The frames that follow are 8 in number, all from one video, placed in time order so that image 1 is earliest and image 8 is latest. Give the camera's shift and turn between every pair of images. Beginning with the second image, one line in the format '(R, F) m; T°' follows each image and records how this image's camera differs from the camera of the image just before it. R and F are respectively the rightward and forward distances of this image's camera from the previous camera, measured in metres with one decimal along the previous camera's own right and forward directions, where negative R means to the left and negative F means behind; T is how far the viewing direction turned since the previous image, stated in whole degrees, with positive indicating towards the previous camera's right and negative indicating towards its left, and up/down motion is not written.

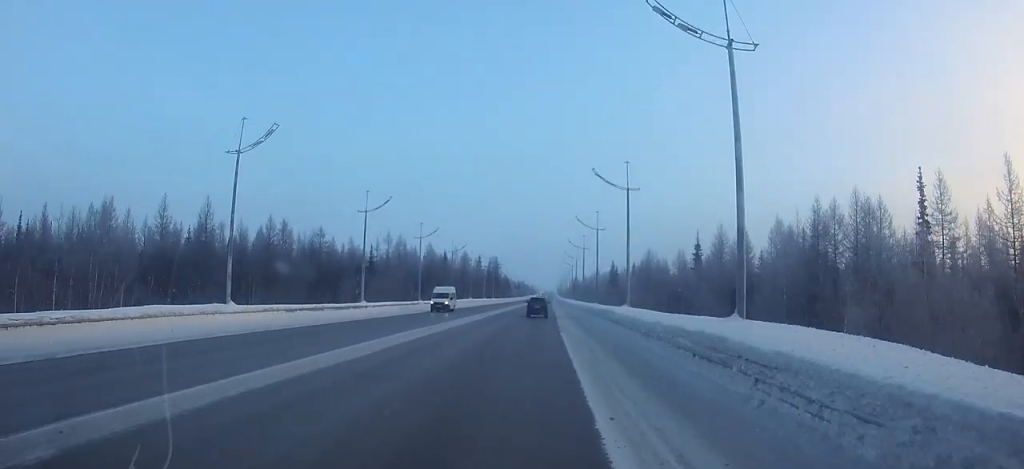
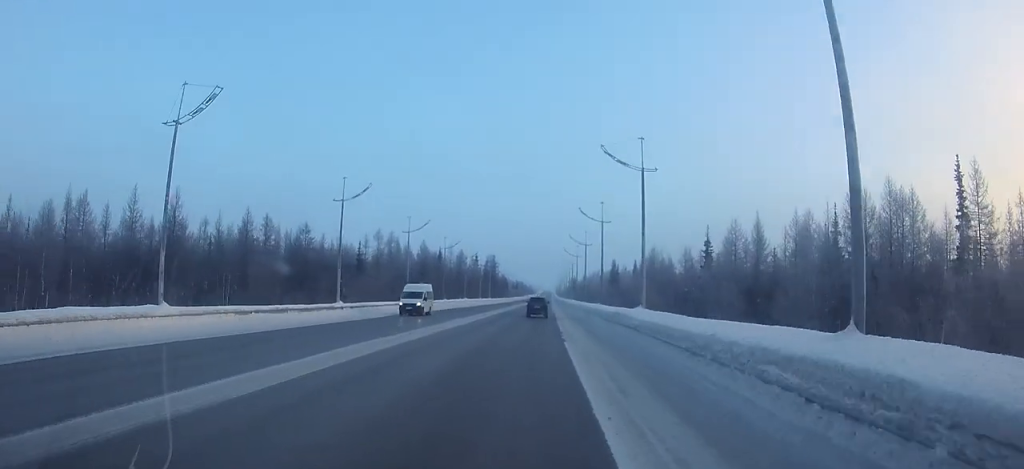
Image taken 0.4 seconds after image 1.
(0.0, +6.5) m; 0°
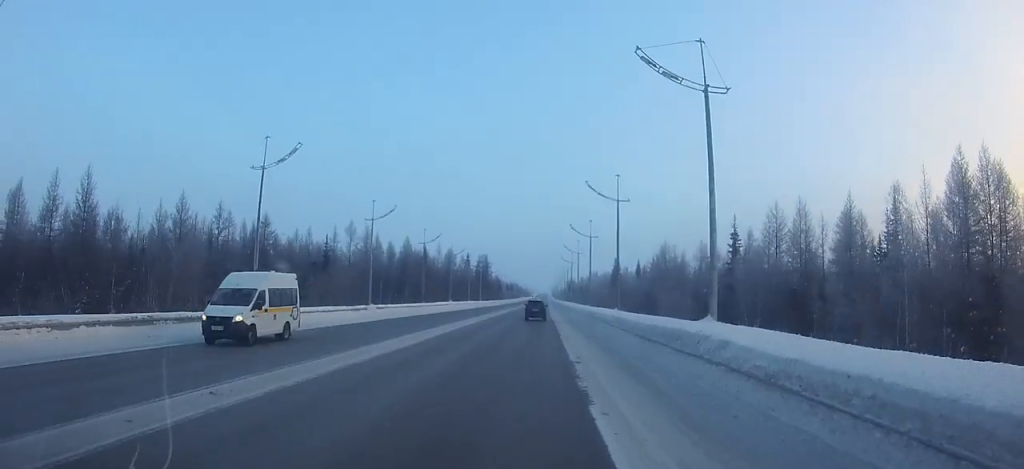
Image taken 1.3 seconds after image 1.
(0.0, +14.7) m; 0°
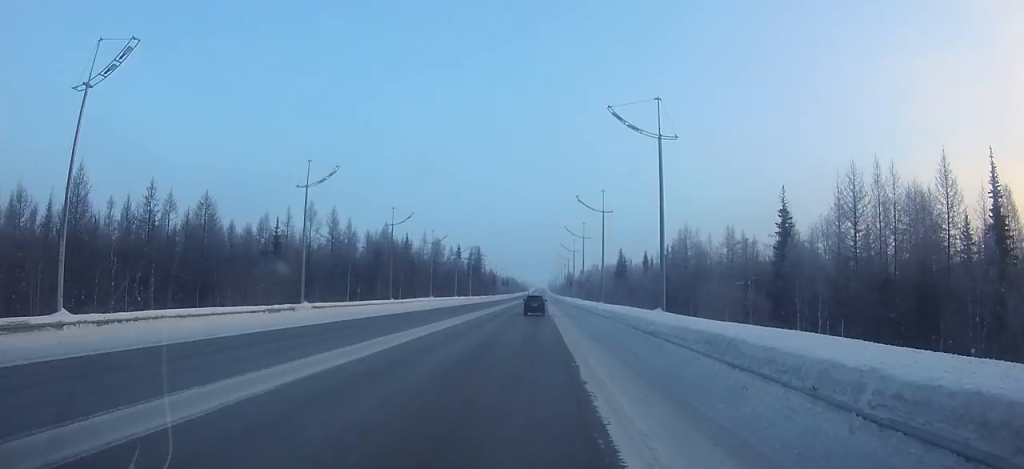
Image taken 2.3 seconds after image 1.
(0.0, +17.0) m; 0°
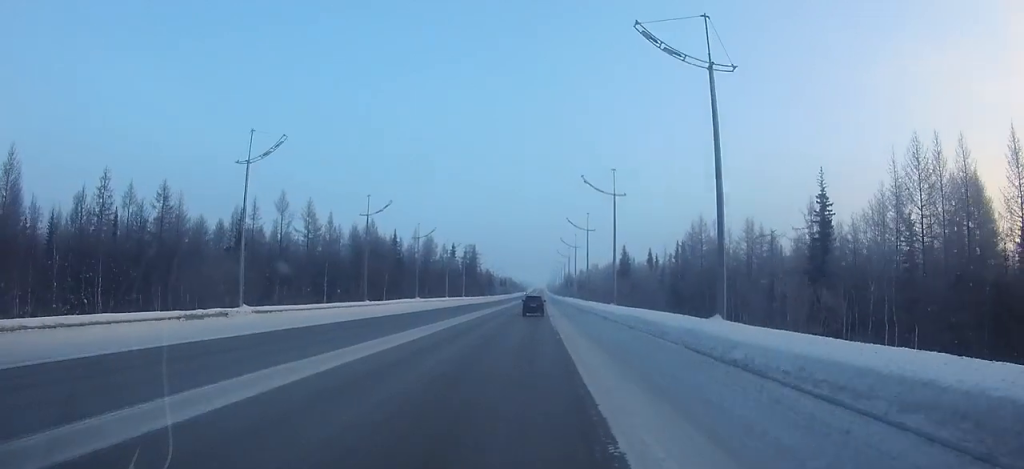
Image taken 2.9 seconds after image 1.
(0.0, +9.3) m; 0°
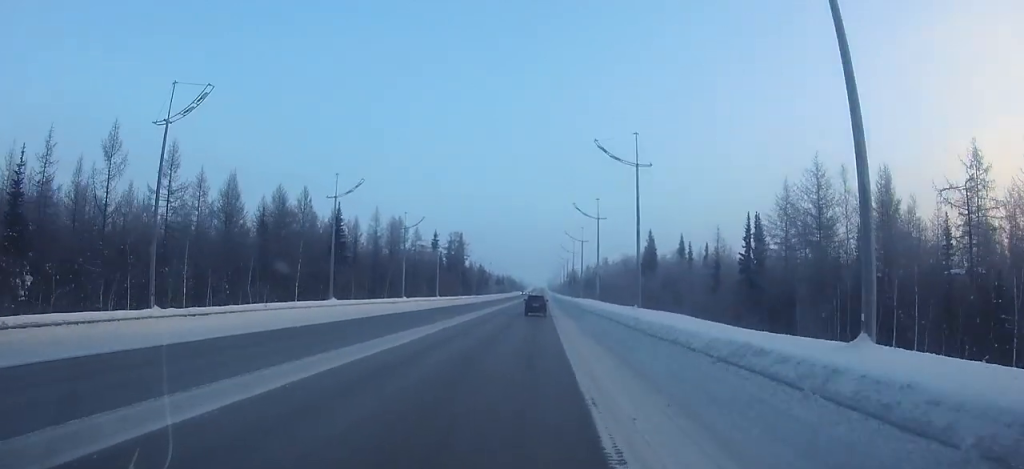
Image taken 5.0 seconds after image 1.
(0.0, +34.8) m; 0°
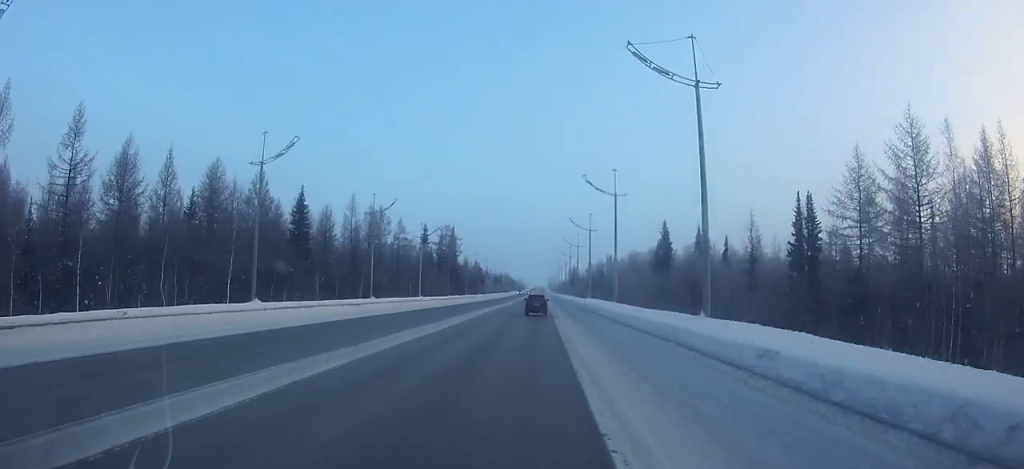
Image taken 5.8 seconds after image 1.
(0.0, +13.9) m; 0°
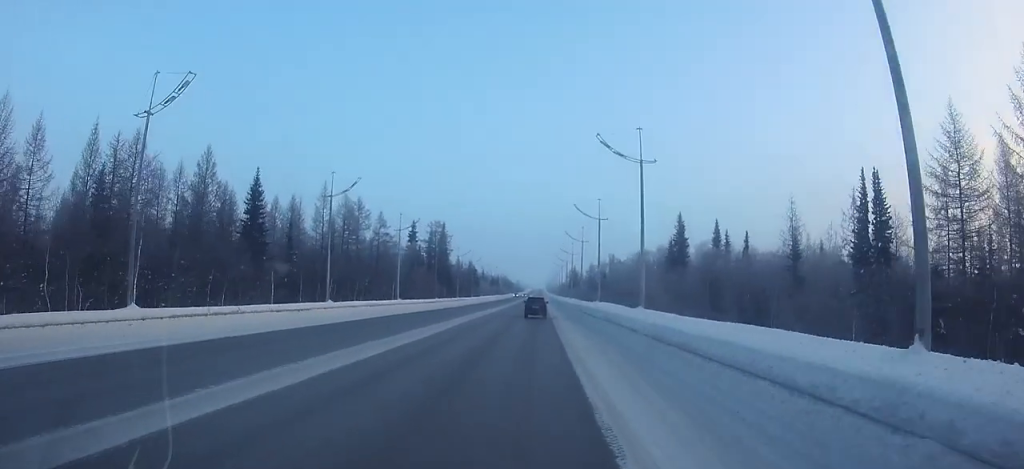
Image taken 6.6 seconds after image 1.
(0.0, +12.2) m; 0°
